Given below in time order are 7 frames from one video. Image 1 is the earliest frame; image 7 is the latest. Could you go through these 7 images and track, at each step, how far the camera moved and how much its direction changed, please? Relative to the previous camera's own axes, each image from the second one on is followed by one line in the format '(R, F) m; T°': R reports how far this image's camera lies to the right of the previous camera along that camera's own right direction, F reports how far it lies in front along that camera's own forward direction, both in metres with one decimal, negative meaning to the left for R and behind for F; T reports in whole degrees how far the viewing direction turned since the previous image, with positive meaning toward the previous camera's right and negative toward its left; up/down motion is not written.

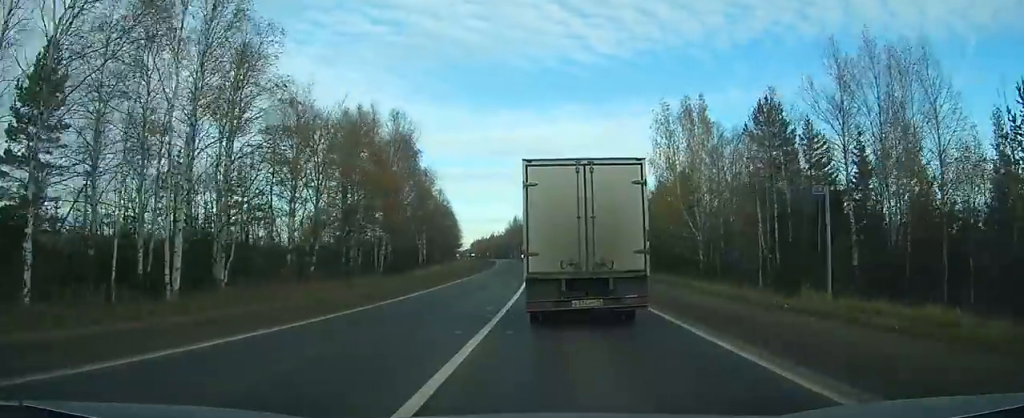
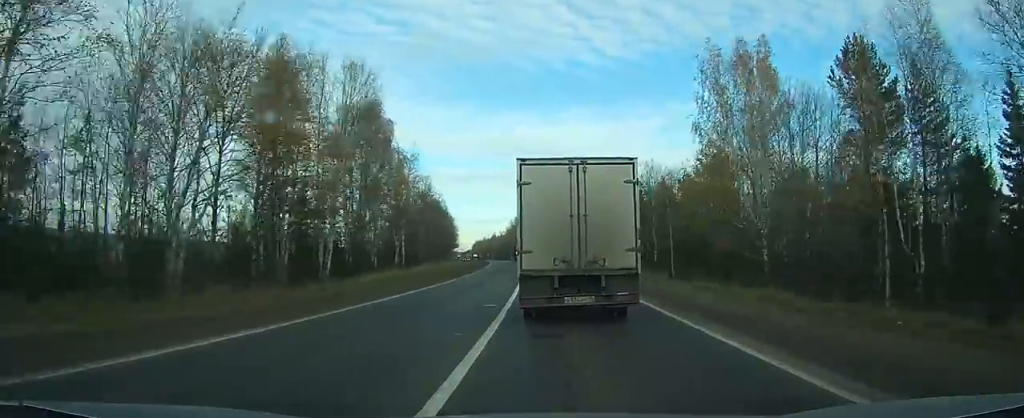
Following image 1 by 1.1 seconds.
(-0.1, +18.1) m; 0°
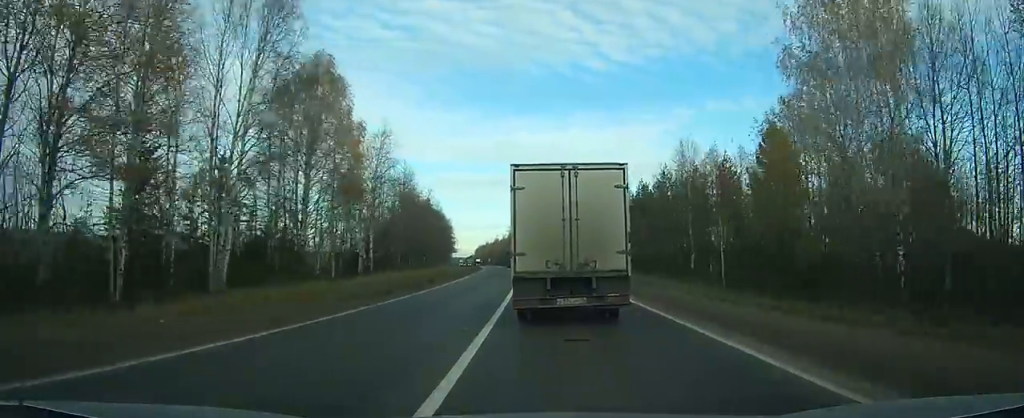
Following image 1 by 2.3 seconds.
(-0.1, +18.0) m; 0°
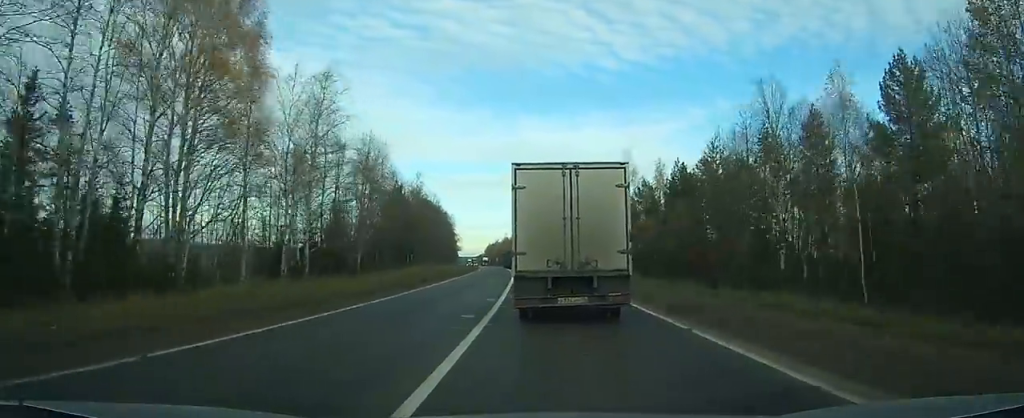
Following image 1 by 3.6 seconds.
(0.0, +21.2) m; -1°
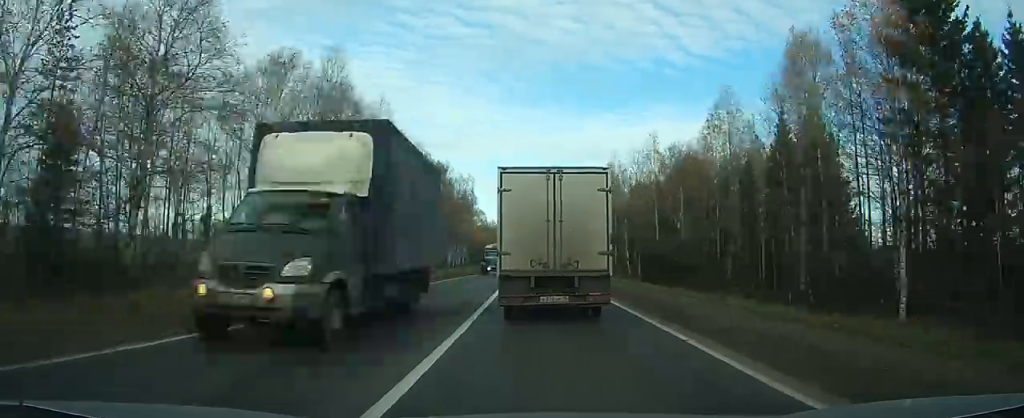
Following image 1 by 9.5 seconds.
(-4.3, +92.9) m; -6°
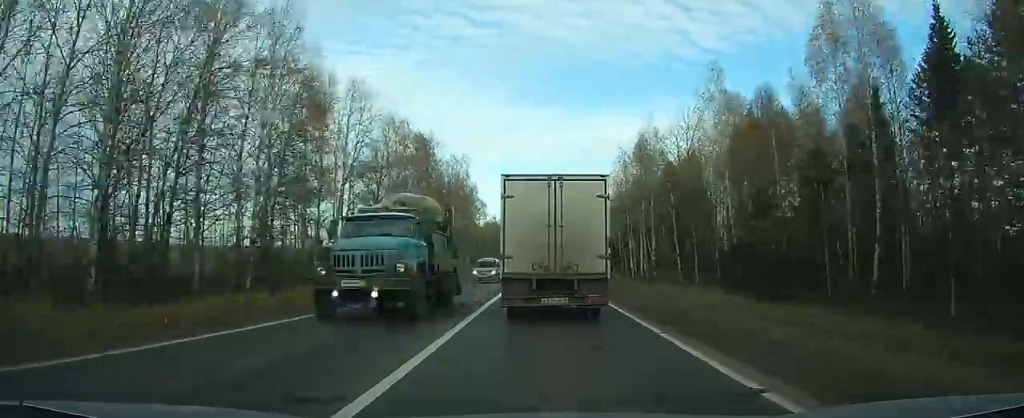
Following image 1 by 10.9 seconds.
(-0.3, +23.3) m; -1°
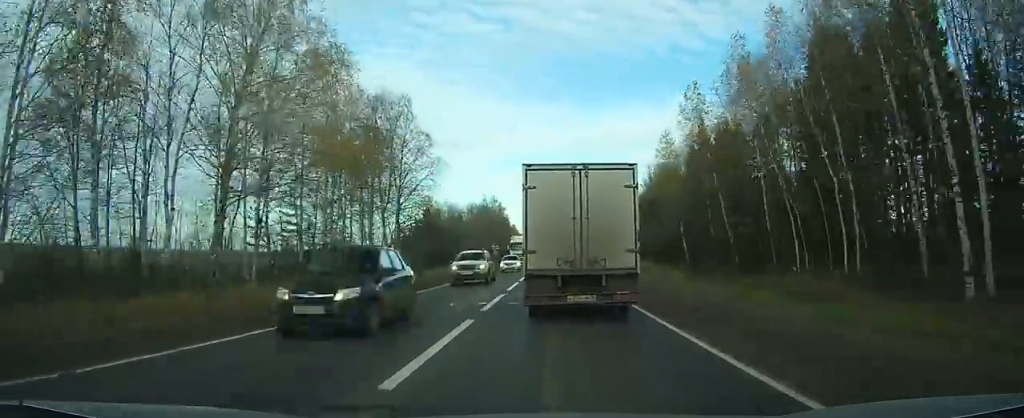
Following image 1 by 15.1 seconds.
(-1.5, +65.6) m; -2°
